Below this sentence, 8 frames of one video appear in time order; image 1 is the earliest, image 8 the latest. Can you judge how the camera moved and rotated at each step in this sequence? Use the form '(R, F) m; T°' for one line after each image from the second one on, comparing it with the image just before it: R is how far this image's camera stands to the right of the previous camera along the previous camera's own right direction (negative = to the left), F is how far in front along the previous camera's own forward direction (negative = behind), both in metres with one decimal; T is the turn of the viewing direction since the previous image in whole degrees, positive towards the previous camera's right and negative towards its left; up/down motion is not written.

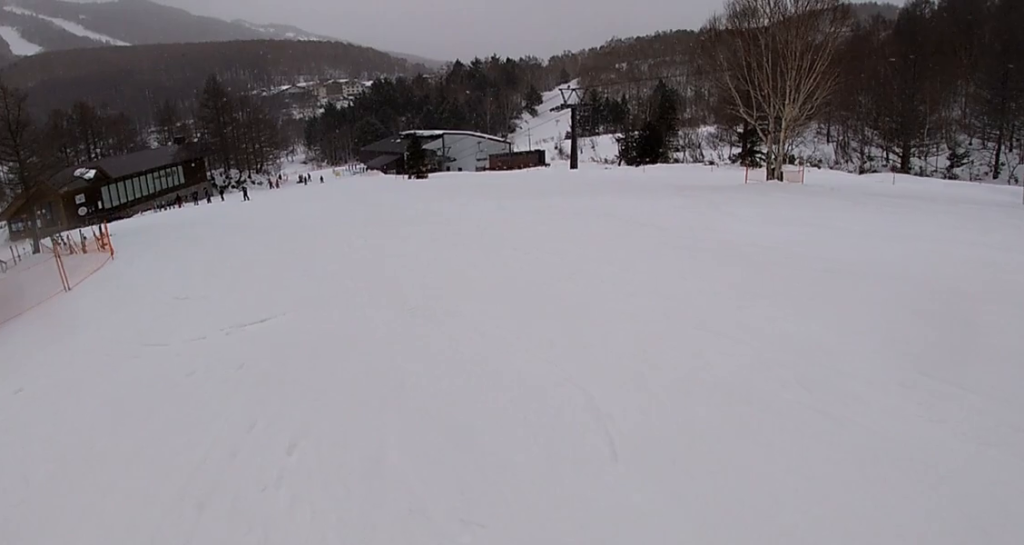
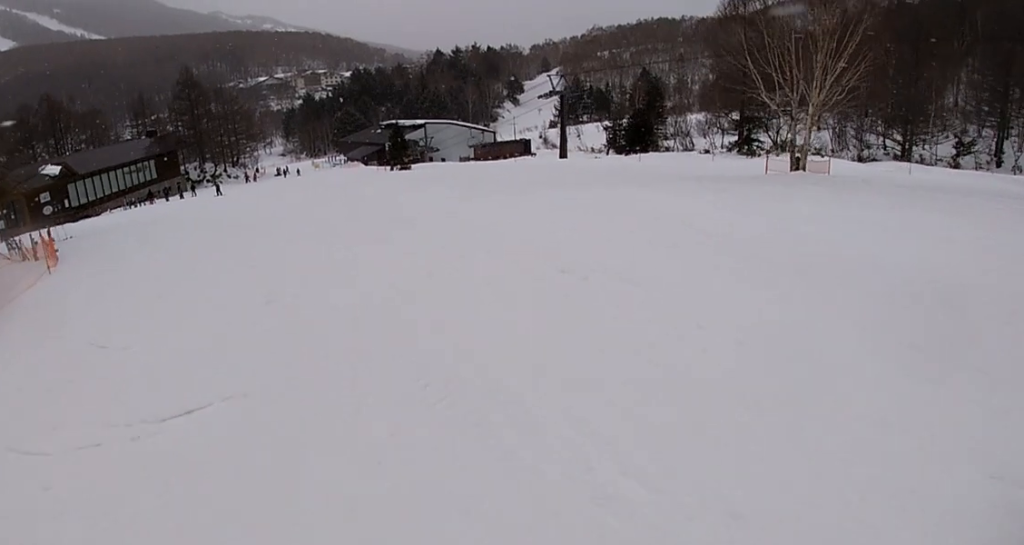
(-0.2, +3.4) m; -3°
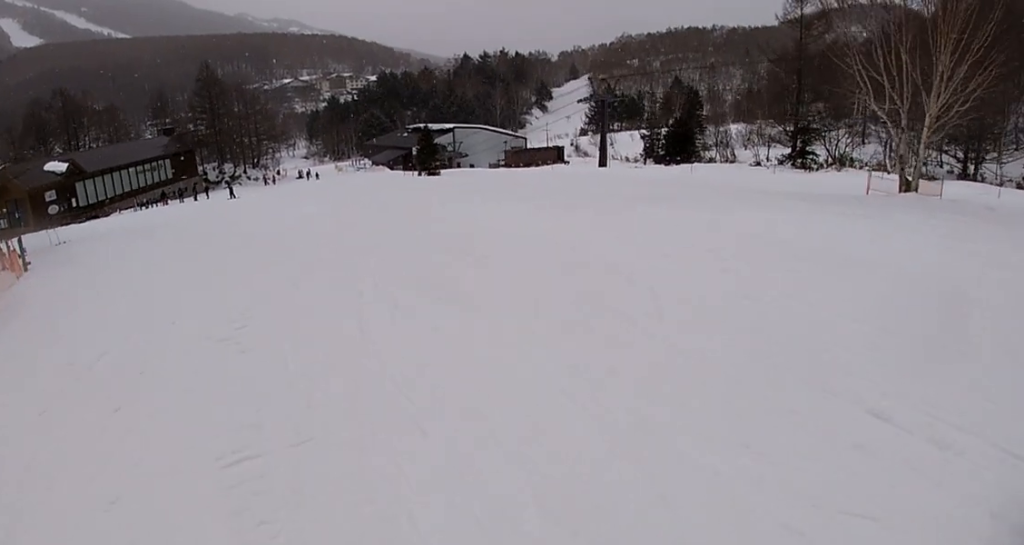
(0.0, +4.7) m; 0°
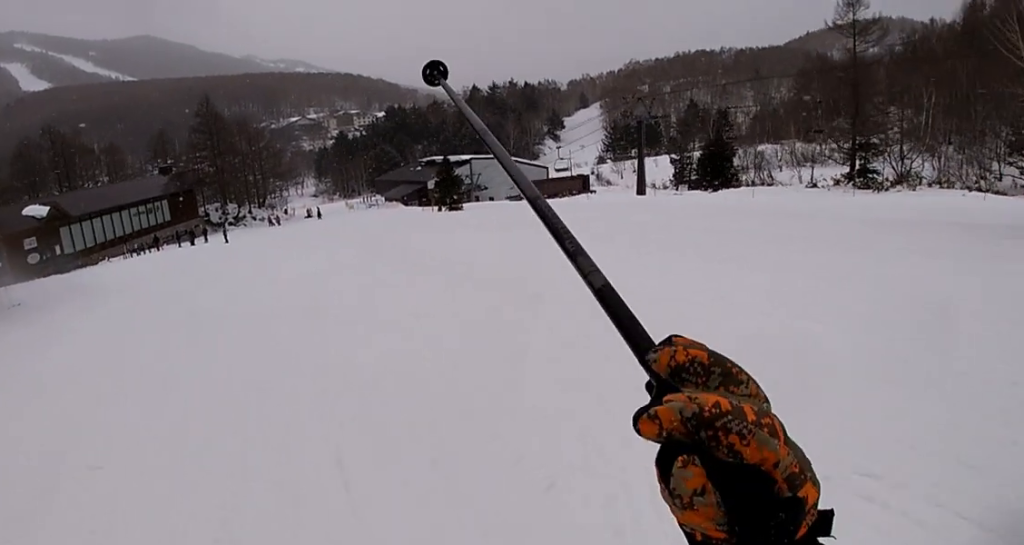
(0.0, +7.4) m; 0°
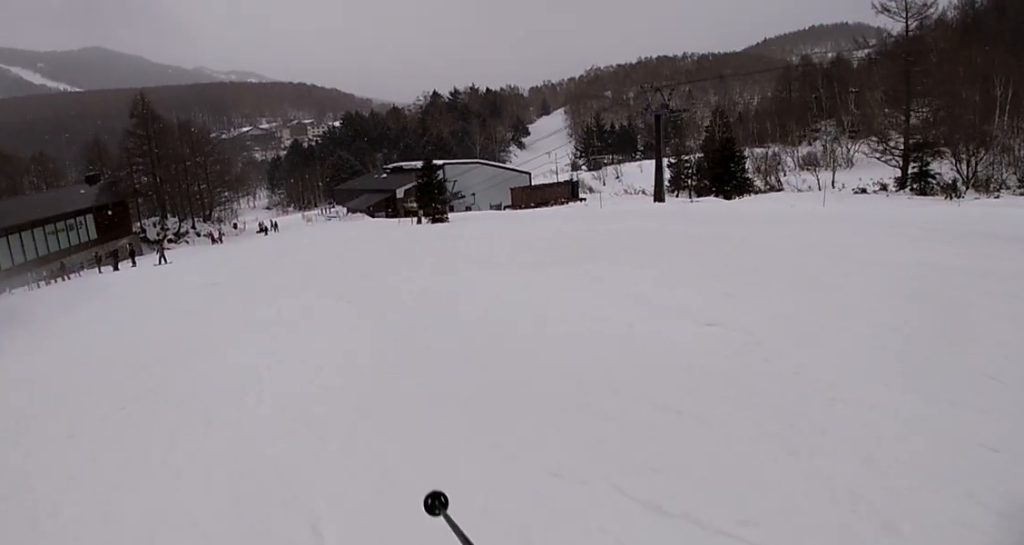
(0.0, +11.5) m; 0°
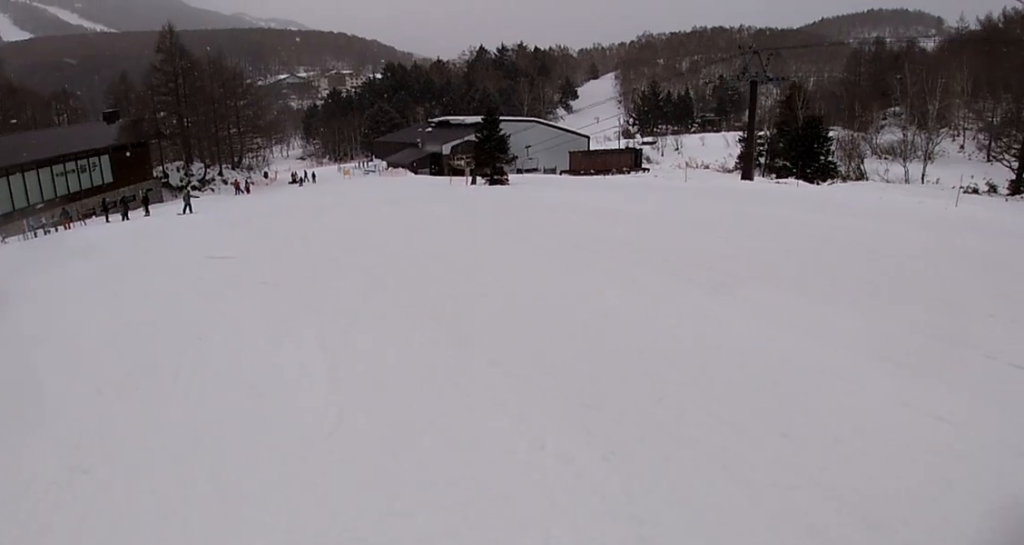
(0.0, +6.6) m; 0°
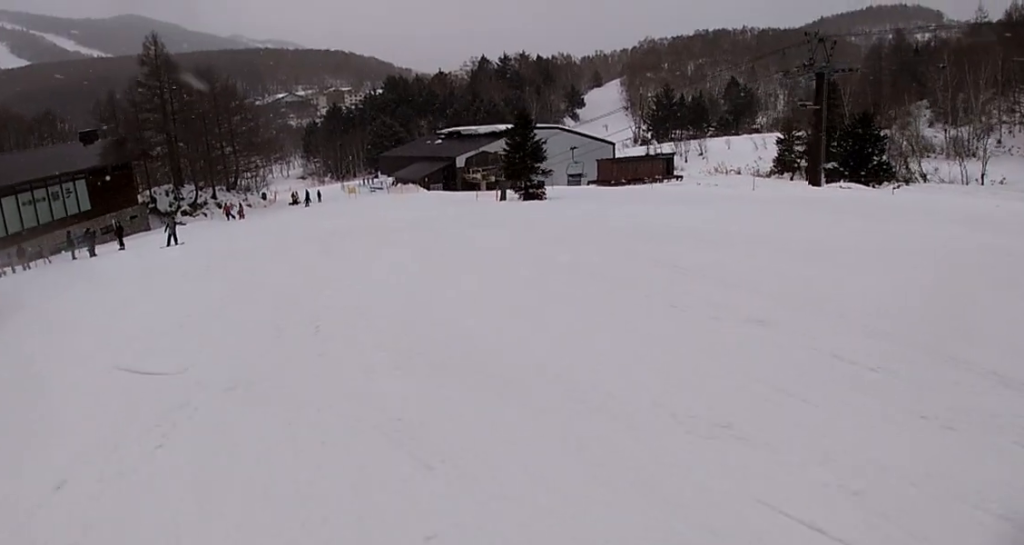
(0.0, +7.2) m; 0°
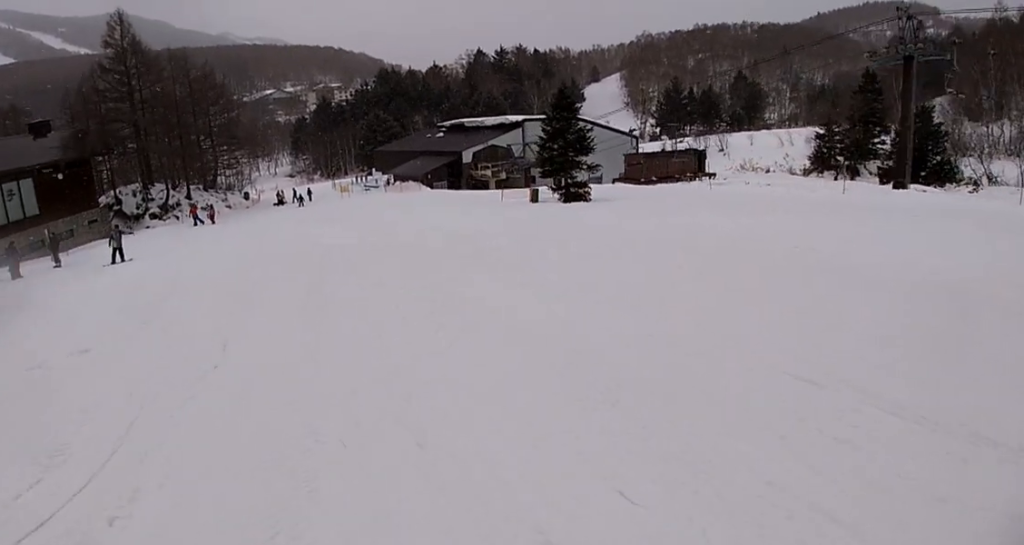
(0.0, +8.1) m; 0°
